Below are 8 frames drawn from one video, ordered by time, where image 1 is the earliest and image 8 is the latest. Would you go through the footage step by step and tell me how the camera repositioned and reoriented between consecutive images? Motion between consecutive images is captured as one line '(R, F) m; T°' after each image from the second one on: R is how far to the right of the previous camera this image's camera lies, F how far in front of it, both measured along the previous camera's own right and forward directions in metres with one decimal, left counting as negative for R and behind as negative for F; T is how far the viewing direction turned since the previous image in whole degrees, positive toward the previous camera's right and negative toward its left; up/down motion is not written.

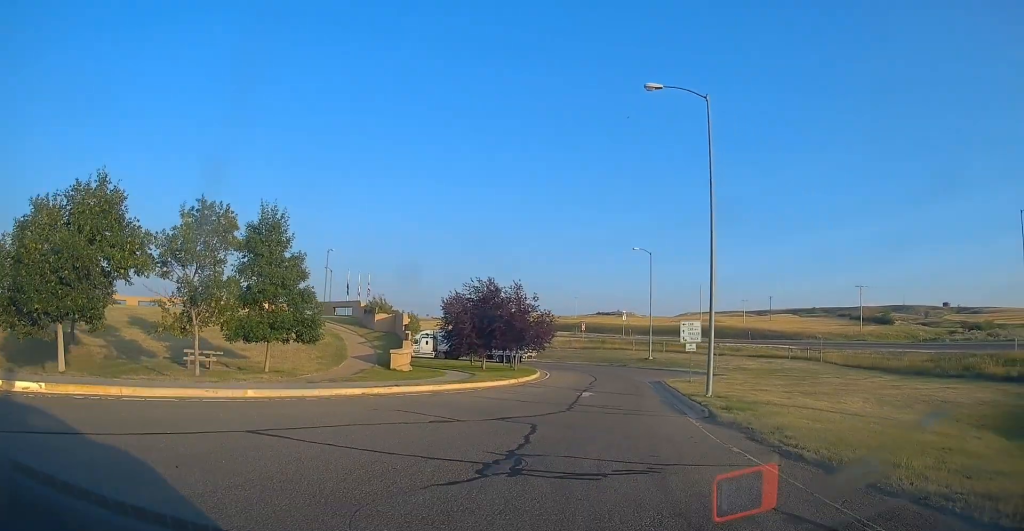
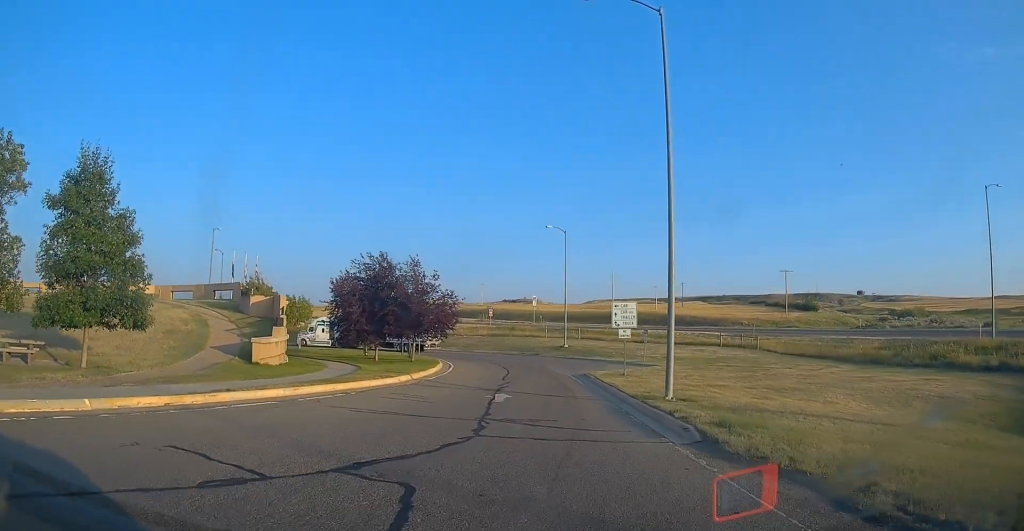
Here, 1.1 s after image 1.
(+0.2, +6.7) m; +7°
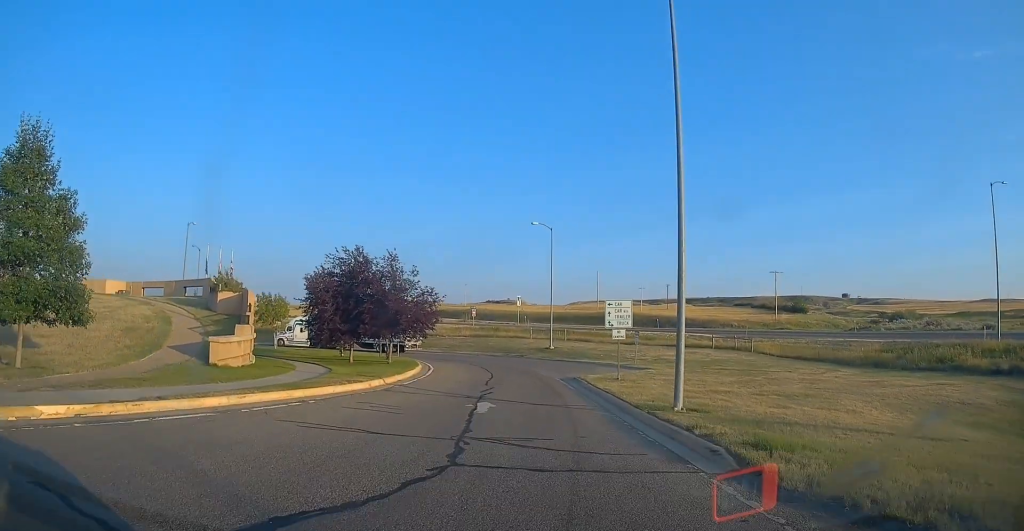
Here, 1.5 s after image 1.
(+0.3, +2.5) m; 0°
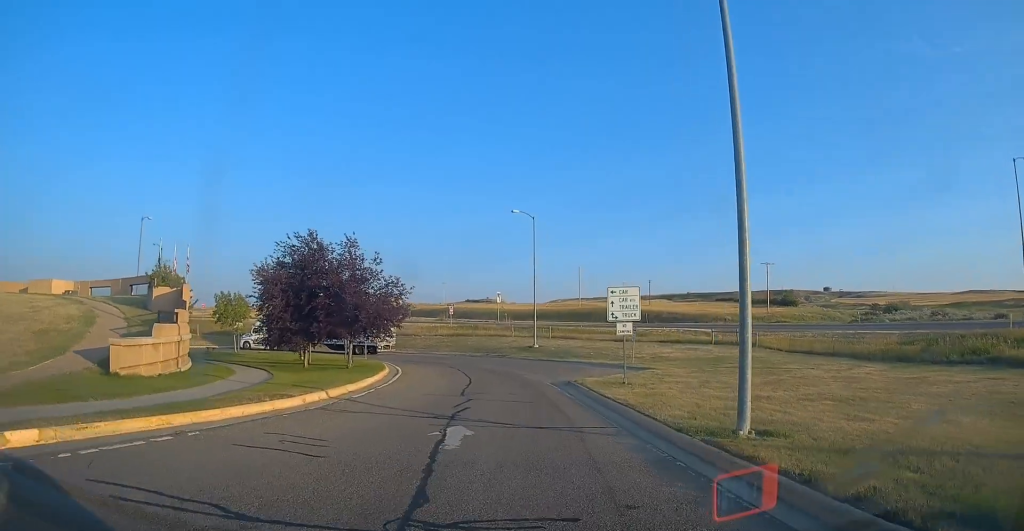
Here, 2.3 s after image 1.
(+0.1, +5.4) m; 0°
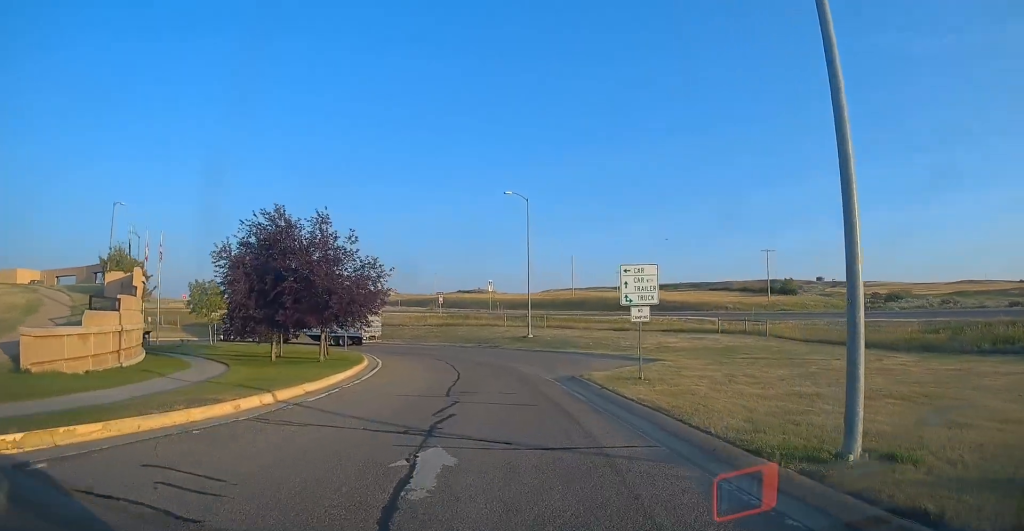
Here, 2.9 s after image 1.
(-0.3, +3.7) m; 0°
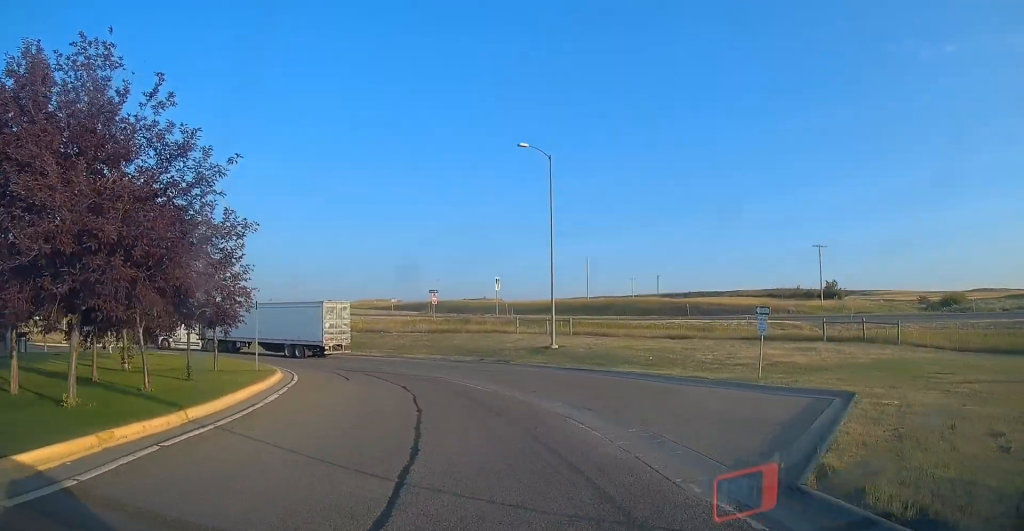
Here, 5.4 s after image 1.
(+0.9, +16.5) m; 0°
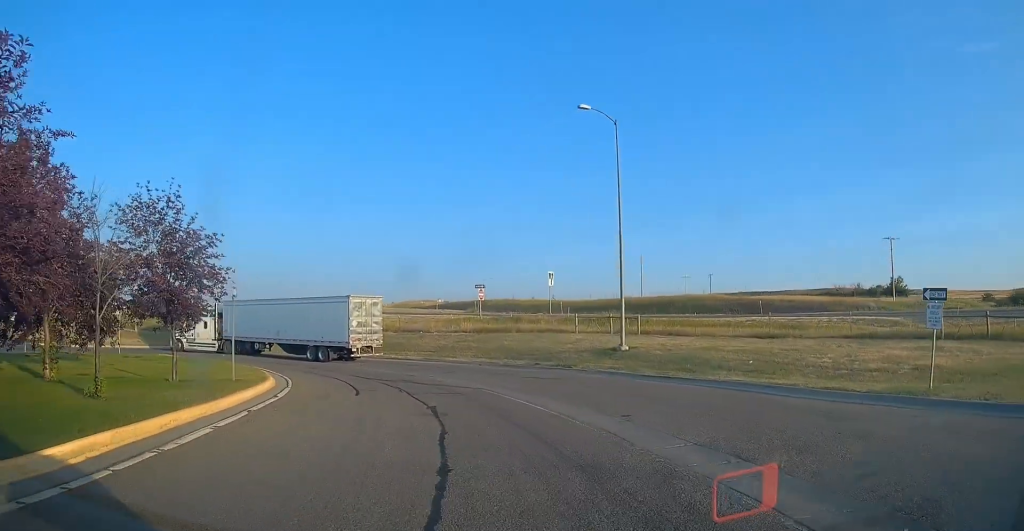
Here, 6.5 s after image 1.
(0.0, +6.9) m; -2°
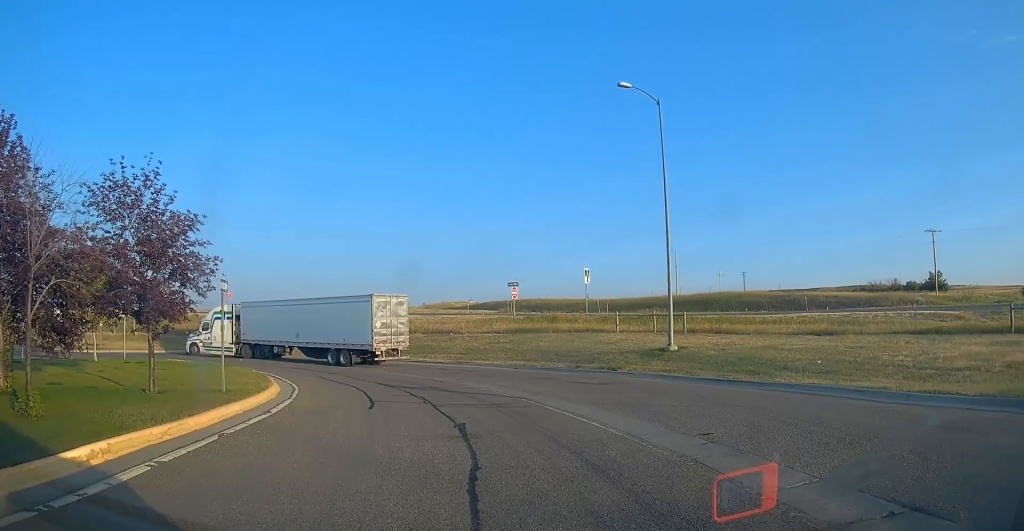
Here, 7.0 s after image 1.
(+0.3, +3.1) m; -2°
